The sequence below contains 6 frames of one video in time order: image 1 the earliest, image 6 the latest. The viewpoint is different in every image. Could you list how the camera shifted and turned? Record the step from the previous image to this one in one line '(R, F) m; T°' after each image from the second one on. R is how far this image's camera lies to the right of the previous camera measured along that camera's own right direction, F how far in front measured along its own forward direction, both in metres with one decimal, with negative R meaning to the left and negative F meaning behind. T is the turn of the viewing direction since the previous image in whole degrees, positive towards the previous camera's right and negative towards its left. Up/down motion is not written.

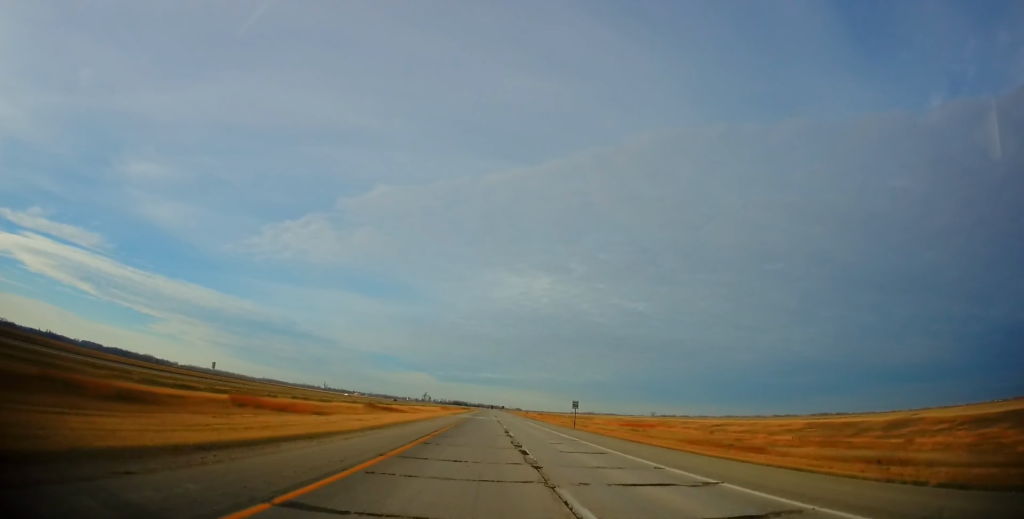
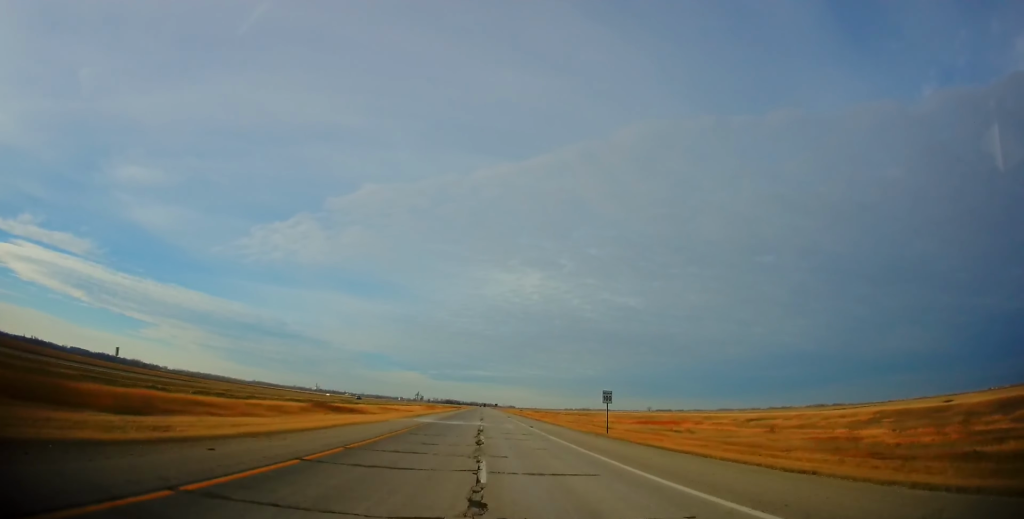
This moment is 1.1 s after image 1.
(+0.6, +31.6) m; +1°
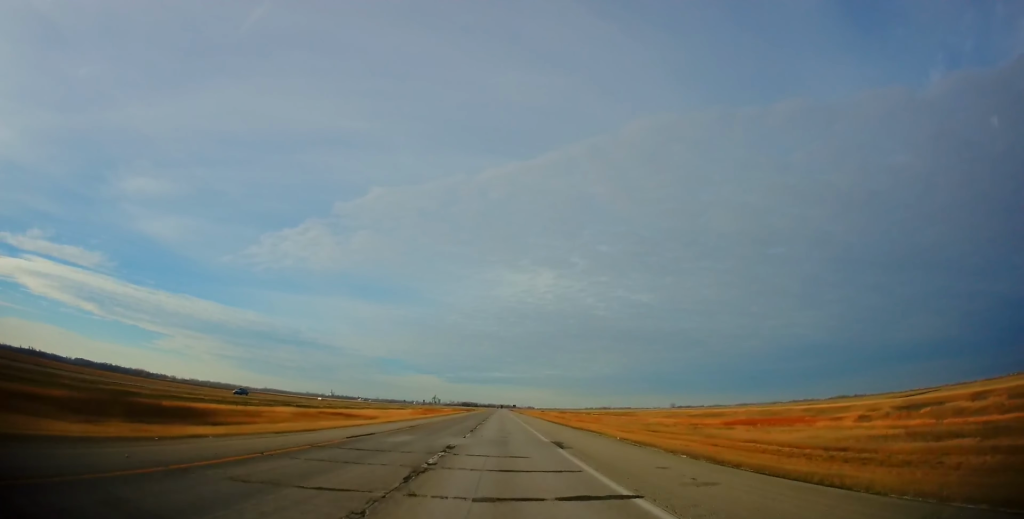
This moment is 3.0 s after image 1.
(-0.8, +57.8) m; -2°
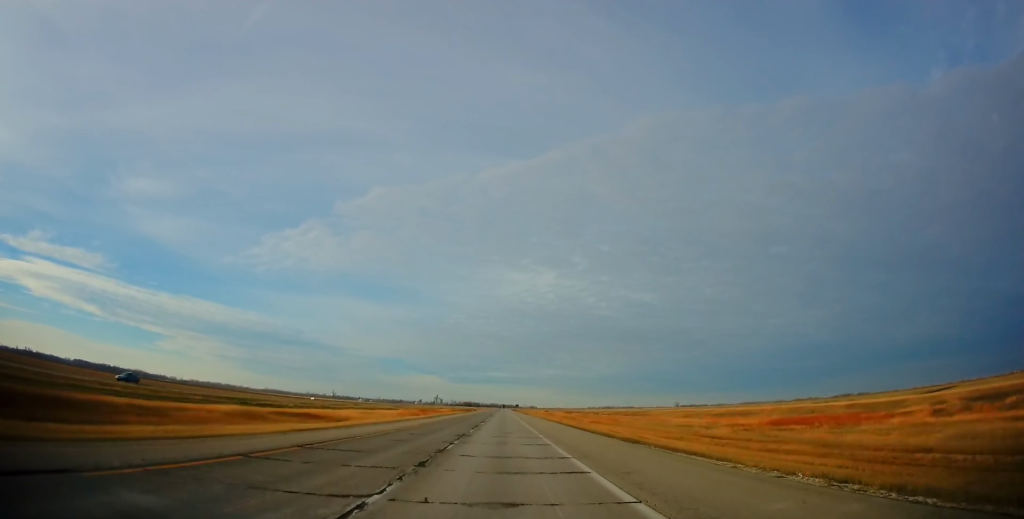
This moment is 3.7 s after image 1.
(0.0, +18.7) m; 0°
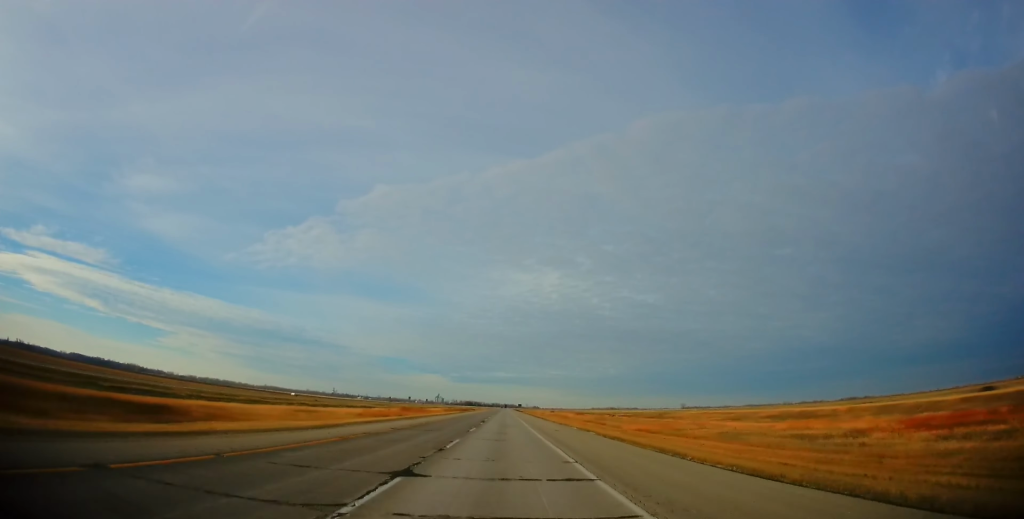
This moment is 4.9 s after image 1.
(-0.1, +37.5) m; -1°
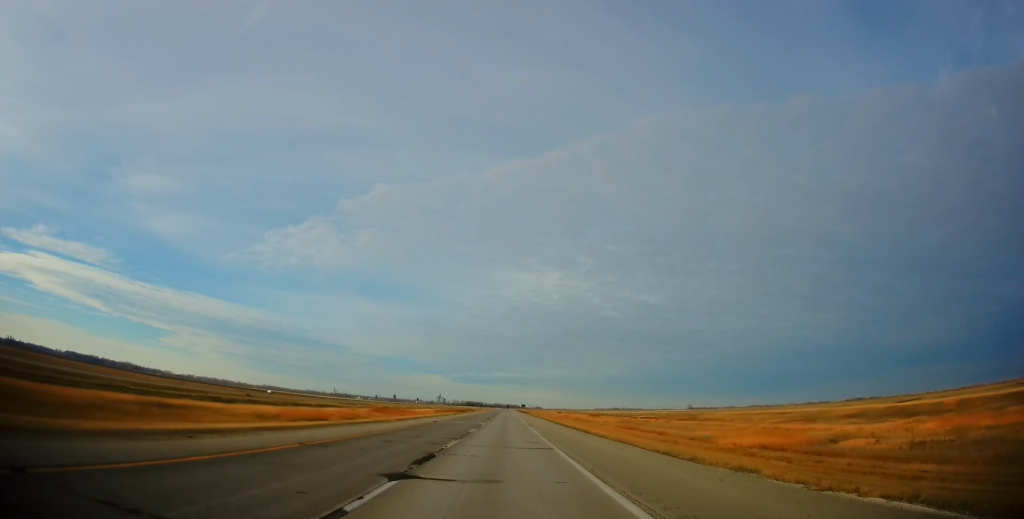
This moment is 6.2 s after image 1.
(-0.3, +36.6) m; 0°
